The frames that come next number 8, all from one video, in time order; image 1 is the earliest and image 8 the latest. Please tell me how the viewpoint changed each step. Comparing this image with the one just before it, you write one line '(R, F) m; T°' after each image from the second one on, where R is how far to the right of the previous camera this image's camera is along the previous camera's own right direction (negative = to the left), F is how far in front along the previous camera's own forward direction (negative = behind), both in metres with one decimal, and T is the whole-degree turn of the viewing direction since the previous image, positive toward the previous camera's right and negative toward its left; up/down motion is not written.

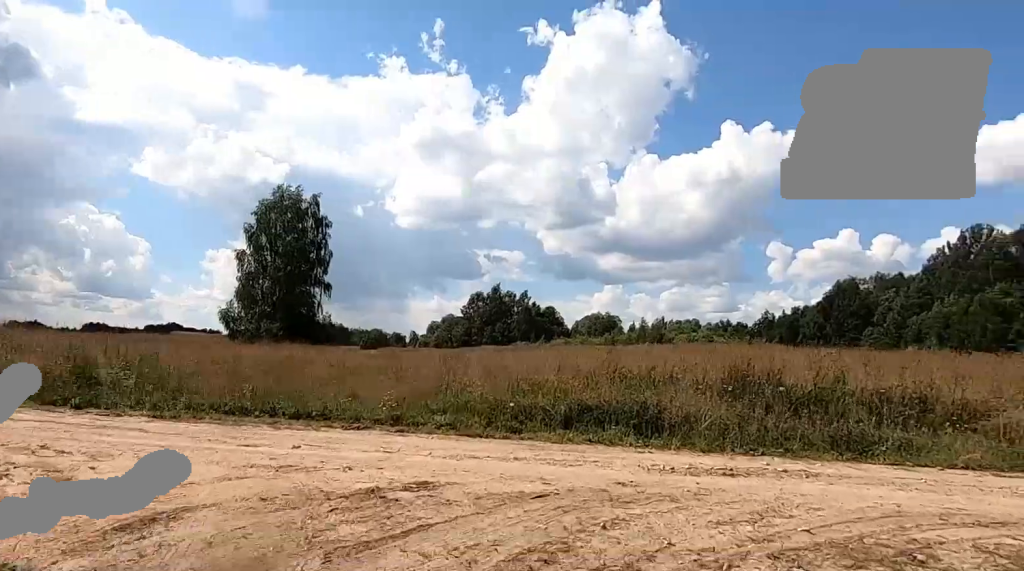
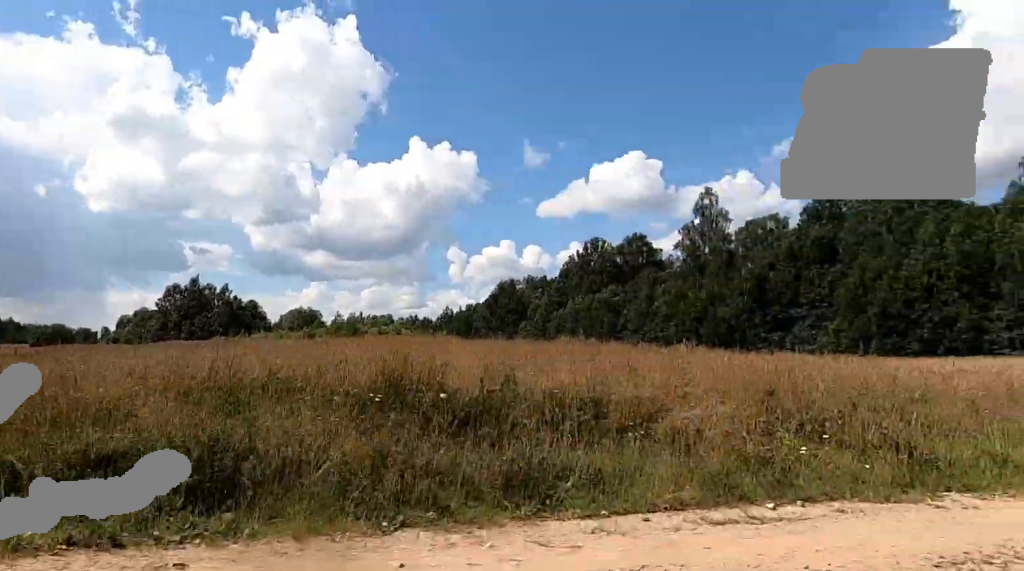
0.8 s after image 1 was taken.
(+2.7, +4.8) m; +32°
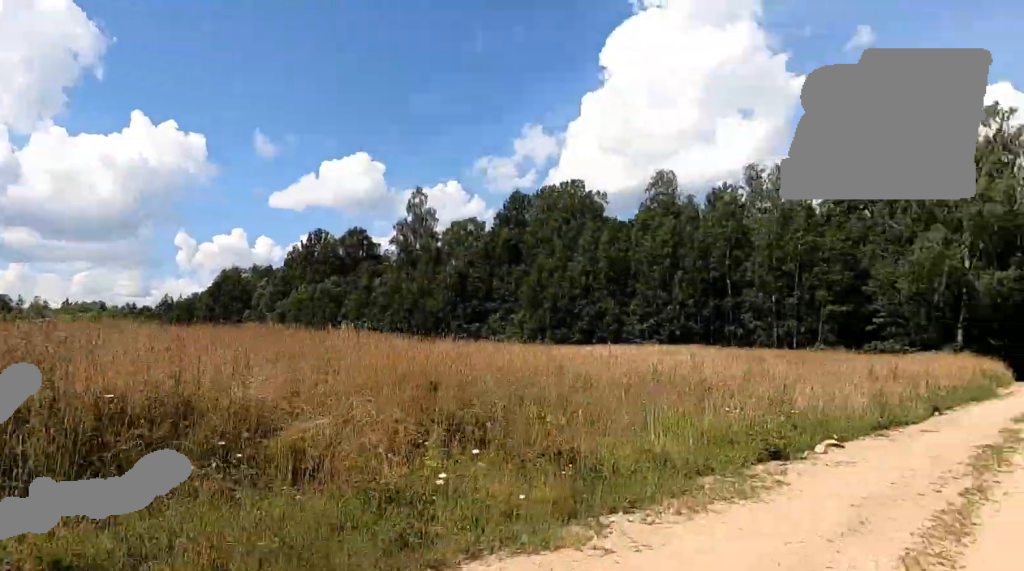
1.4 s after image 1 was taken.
(+0.6, +3.8) m; +14°
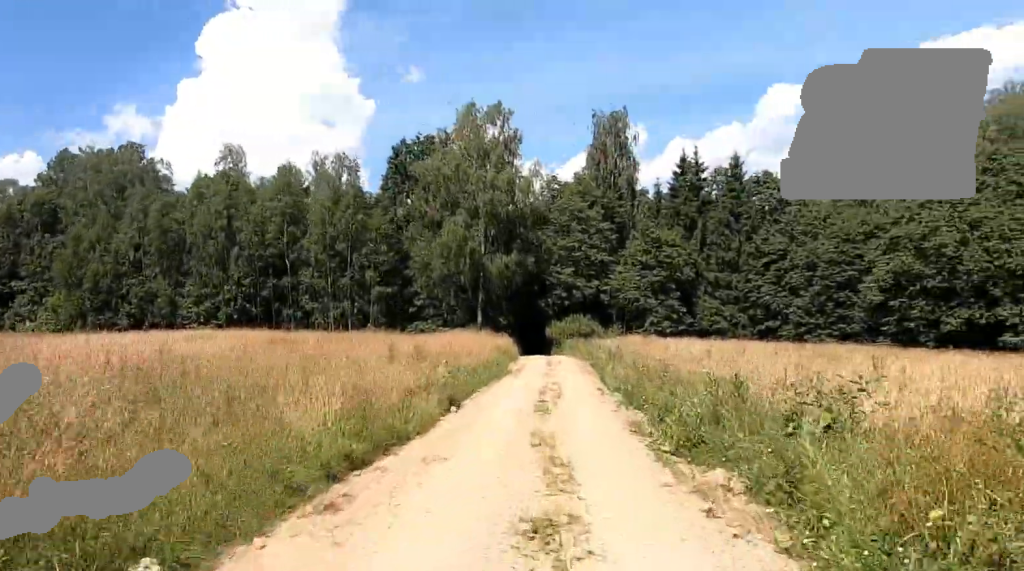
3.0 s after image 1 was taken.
(+2.4, +10.8) m; +19°
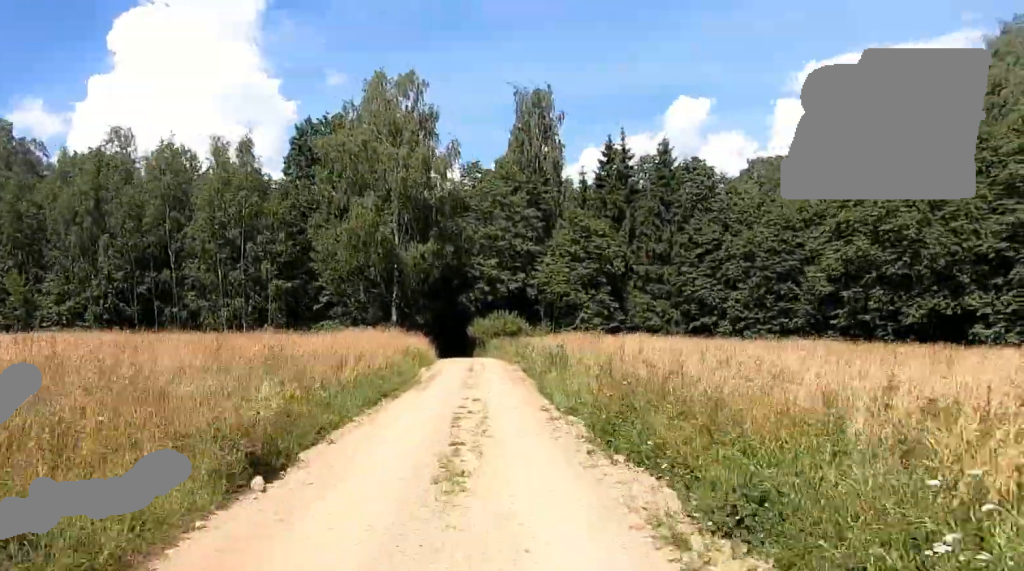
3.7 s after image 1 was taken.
(0.0, +6.8) m; +1°
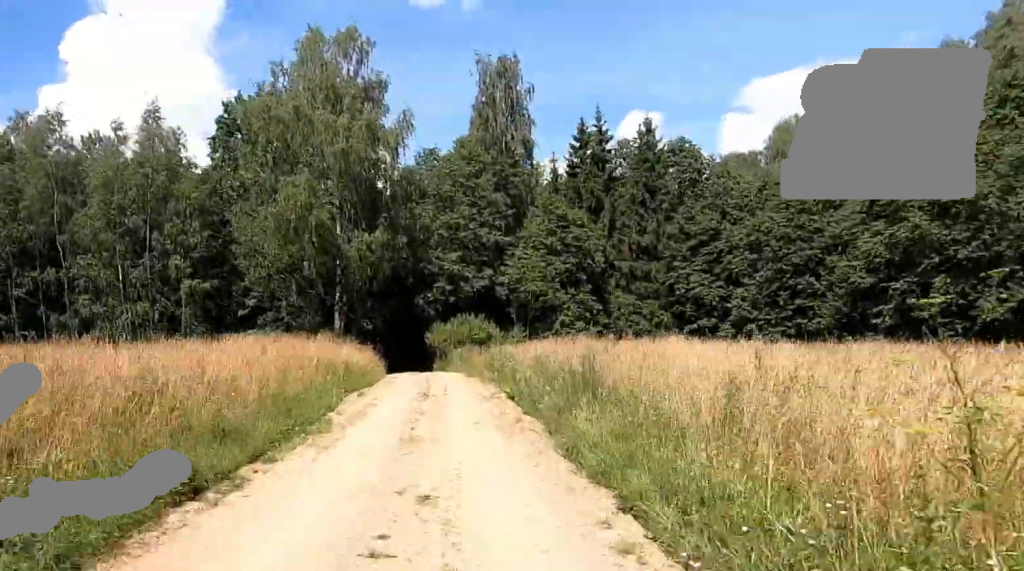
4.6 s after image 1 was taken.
(+0.1, +8.1) m; +1°
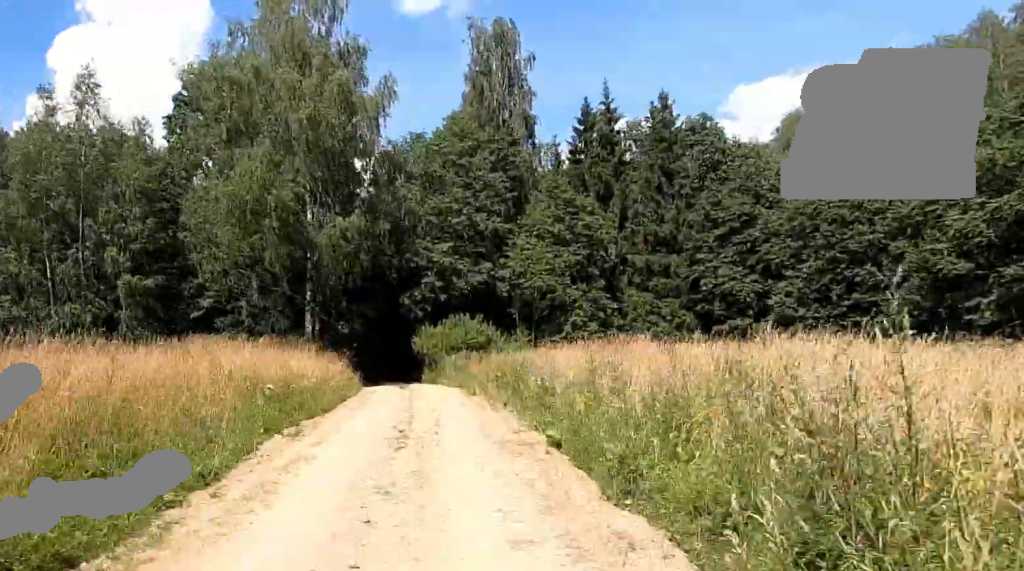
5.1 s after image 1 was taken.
(0.0, +5.9) m; 0°
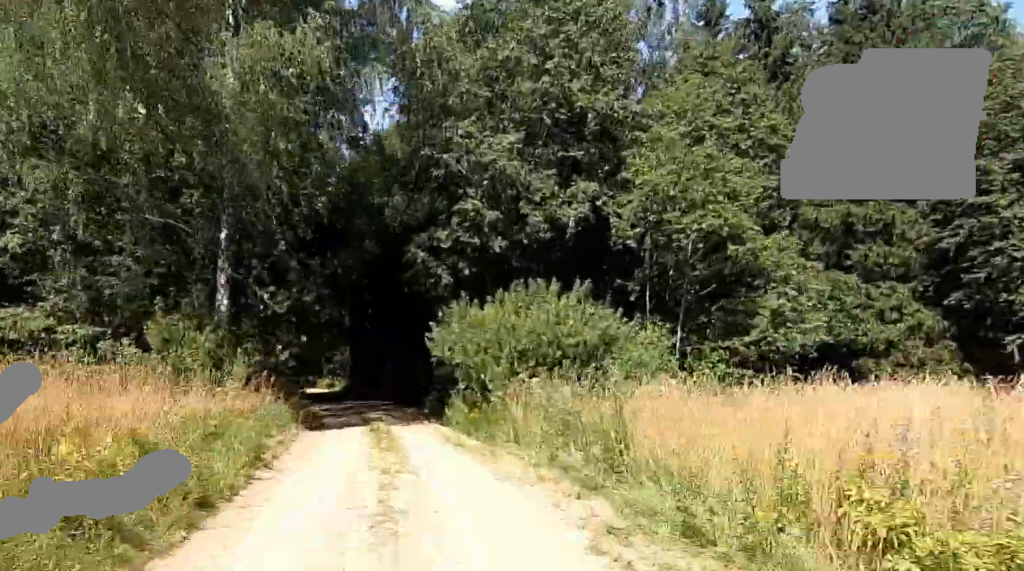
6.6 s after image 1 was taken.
(0.0, +17.7) m; 0°
